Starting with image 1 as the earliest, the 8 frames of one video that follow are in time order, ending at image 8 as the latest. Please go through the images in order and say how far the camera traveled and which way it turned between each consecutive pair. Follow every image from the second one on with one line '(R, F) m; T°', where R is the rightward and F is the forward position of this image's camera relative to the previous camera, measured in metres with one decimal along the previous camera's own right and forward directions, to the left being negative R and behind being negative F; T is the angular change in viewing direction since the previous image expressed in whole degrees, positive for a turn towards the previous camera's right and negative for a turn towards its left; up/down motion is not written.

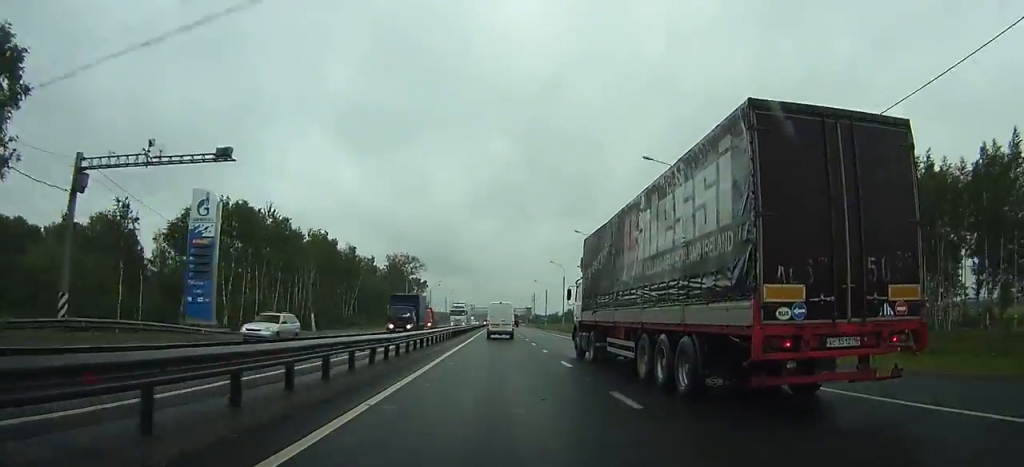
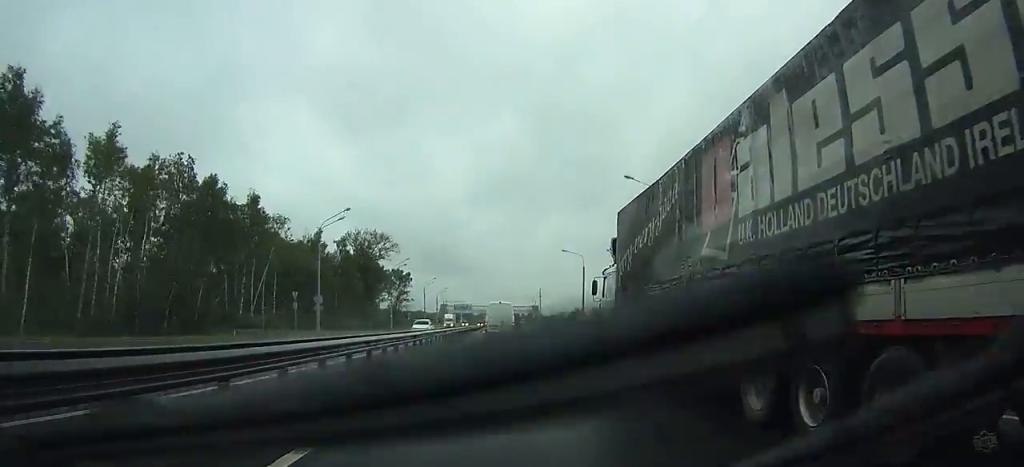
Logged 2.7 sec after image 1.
(+0.1, +54.0) m; 0°
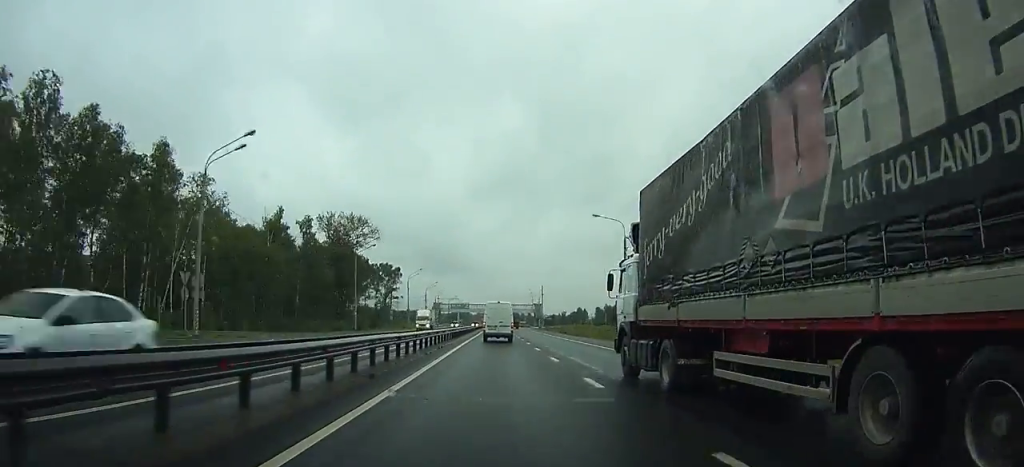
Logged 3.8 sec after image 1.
(0.0, +23.4) m; 0°
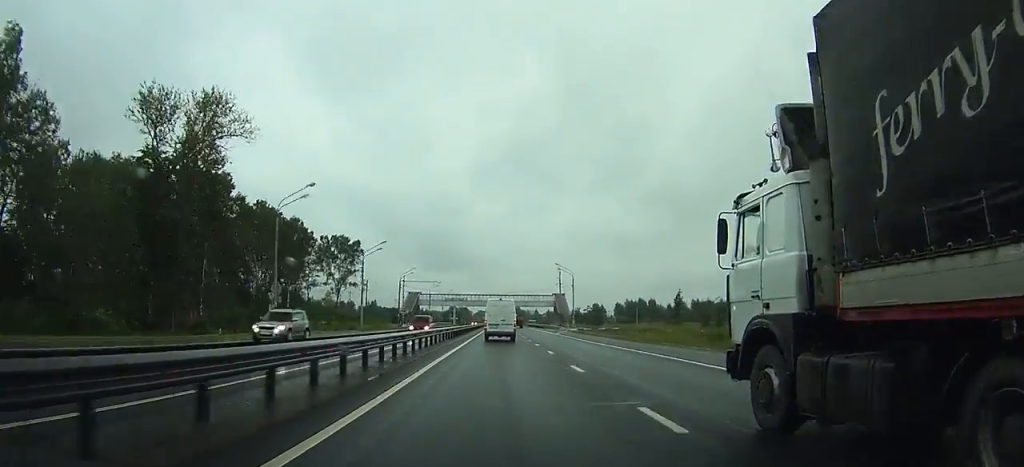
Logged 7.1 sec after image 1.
(+0.3, +69.6) m; 0°
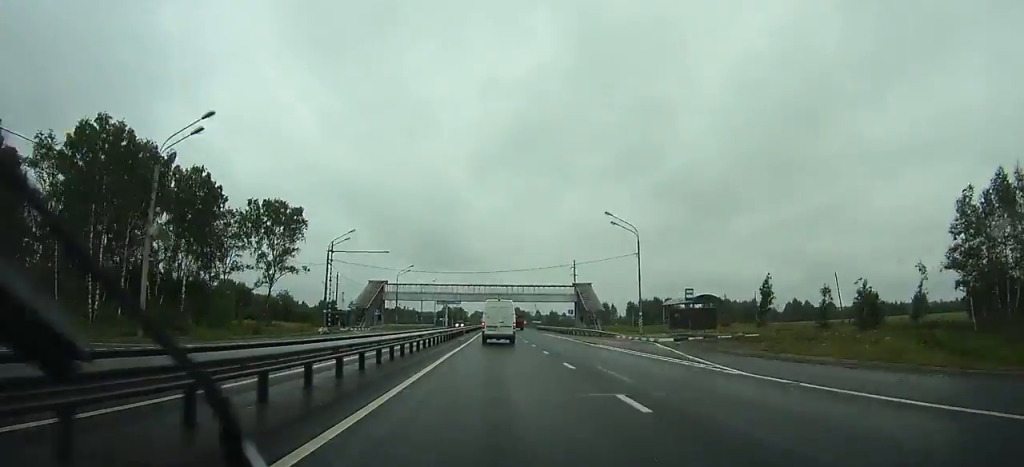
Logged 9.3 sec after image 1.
(-0.1, +46.5) m; 0°
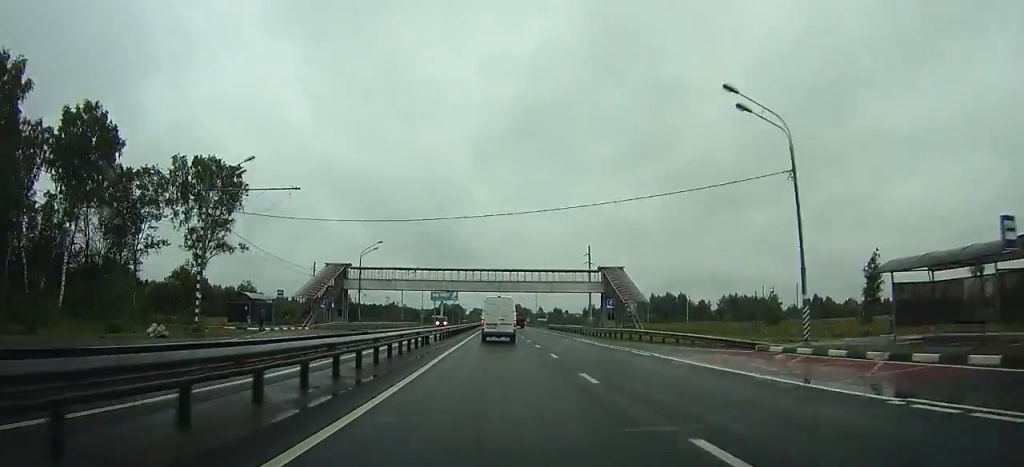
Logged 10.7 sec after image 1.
(+0.1, +28.2) m; 0°
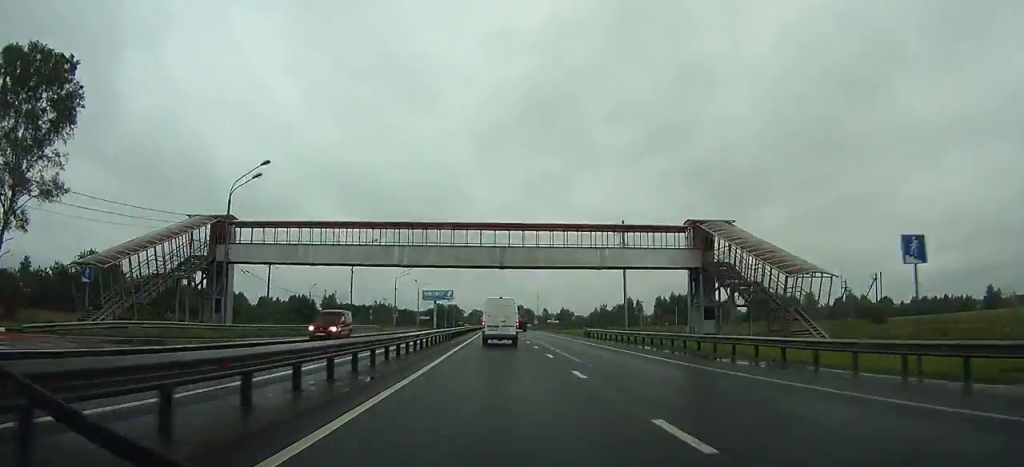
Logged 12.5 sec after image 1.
(-0.2, +39.1) m; 0°
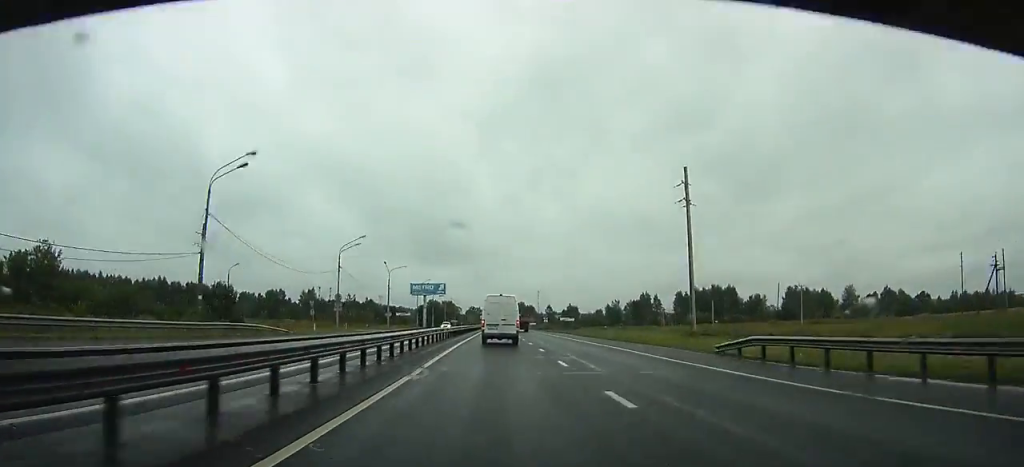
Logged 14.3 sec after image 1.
(+0.2, +36.7) m; 0°
